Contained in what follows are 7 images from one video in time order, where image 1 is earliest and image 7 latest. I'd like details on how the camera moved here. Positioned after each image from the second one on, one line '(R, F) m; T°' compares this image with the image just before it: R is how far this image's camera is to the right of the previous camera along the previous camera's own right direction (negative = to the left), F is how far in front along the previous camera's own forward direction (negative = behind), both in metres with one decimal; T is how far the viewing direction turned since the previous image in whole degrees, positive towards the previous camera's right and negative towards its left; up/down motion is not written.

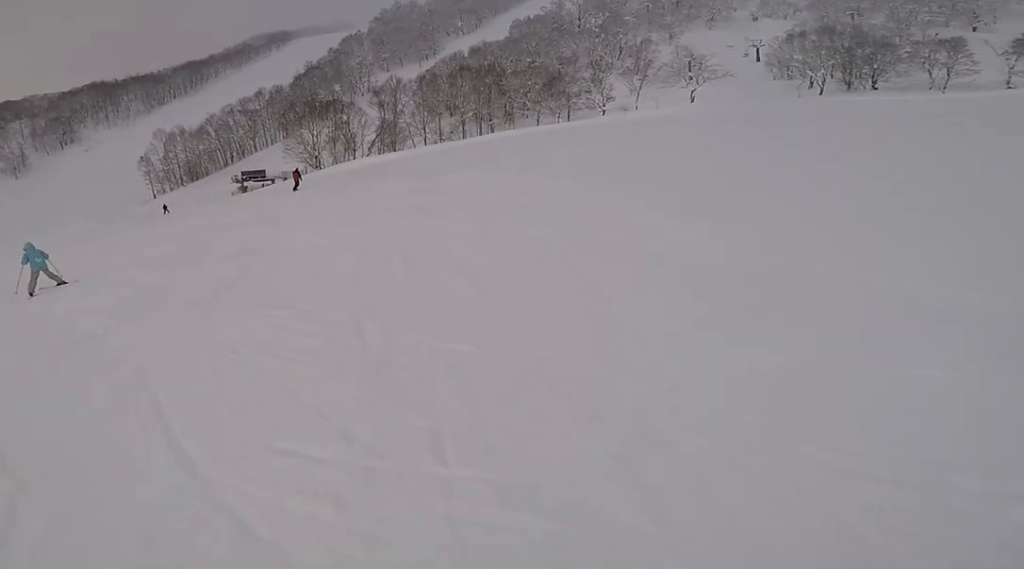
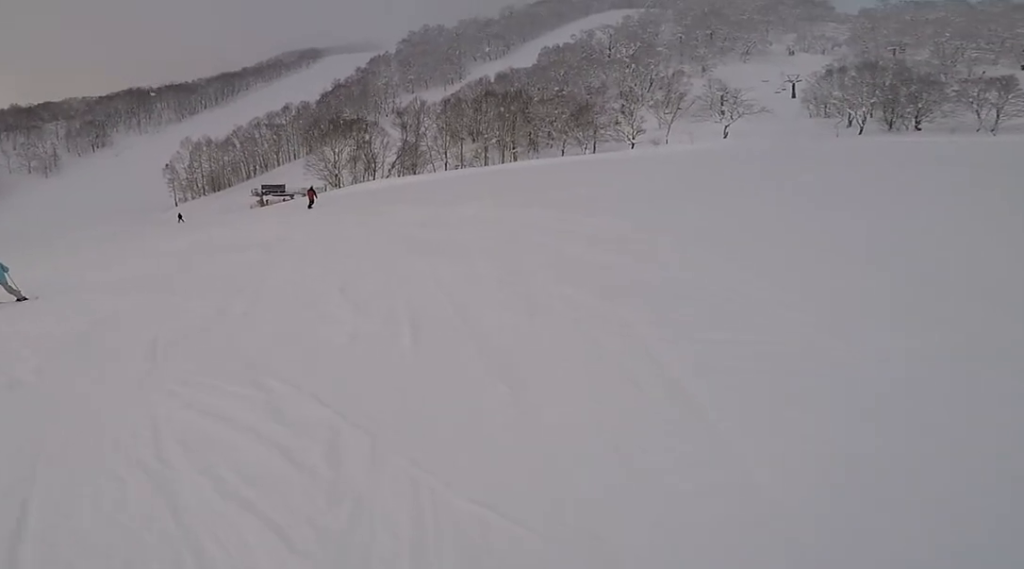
(+0.1, +1.7) m; +1°
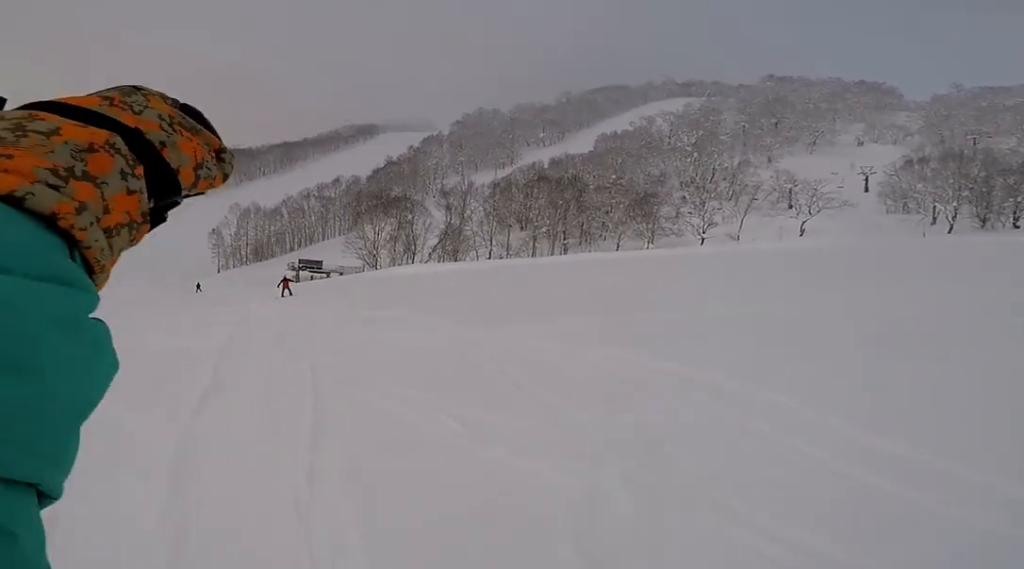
(+0.7, +6.5) m; +1°
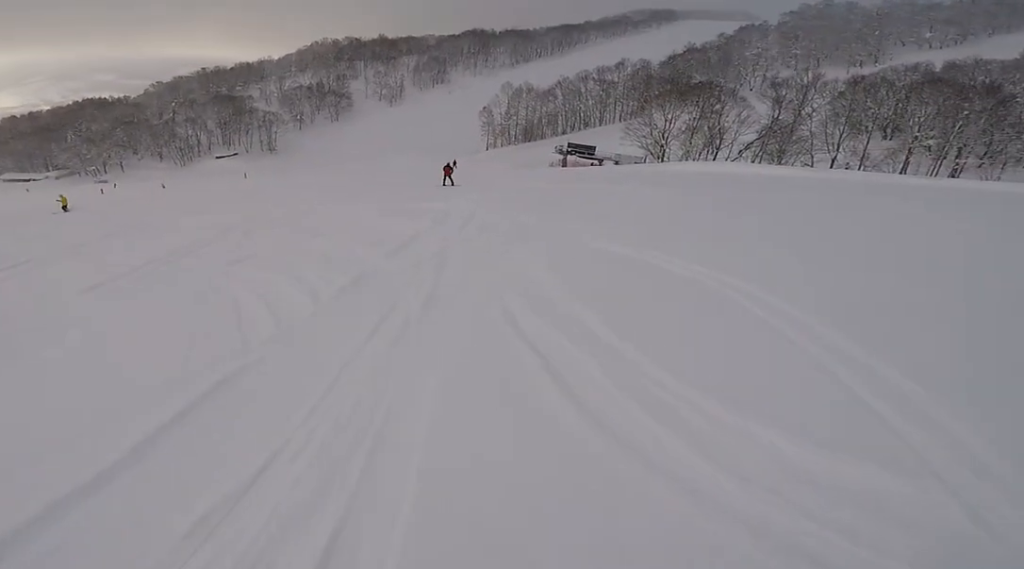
(-3.1, +7.8) m; -52°
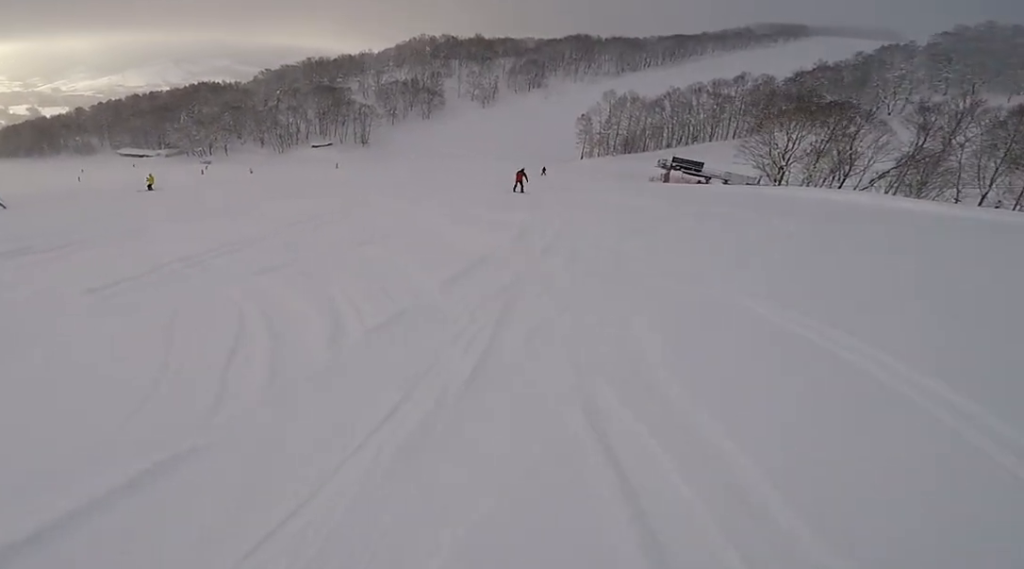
(-0.7, +2.0) m; -5°
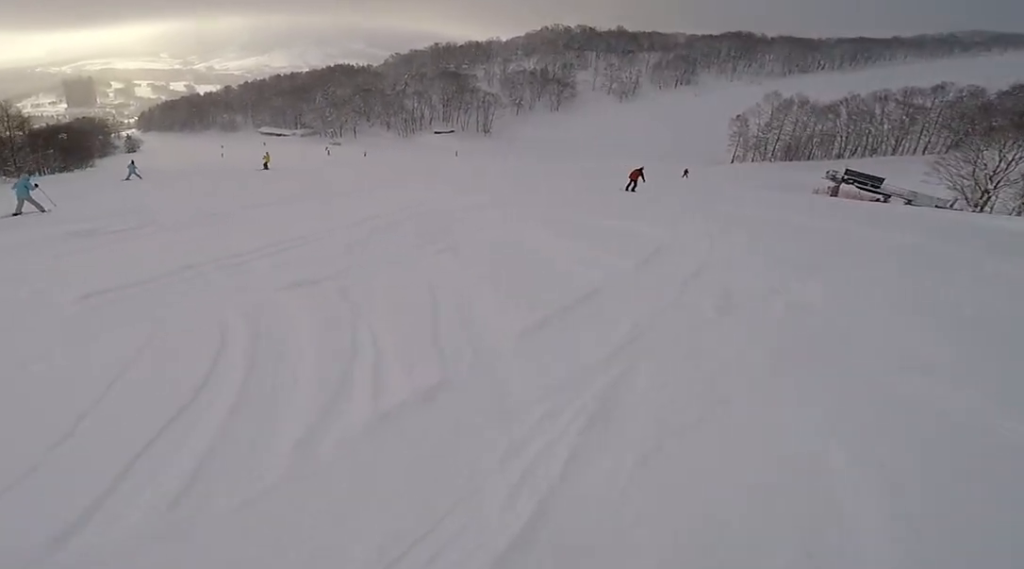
(-0.6, +2.3) m; -5°
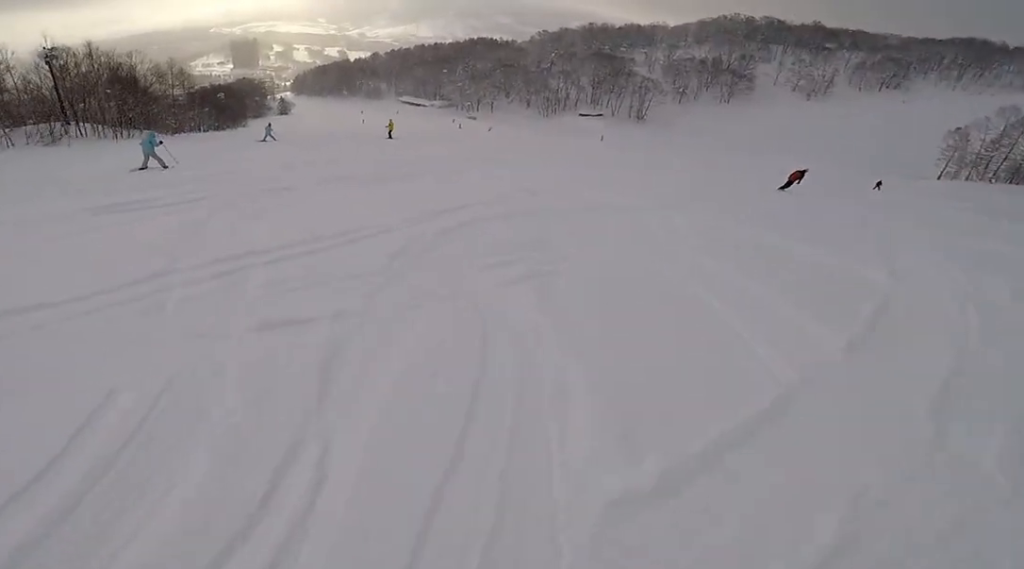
(+0.3, +3.0) m; -1°
